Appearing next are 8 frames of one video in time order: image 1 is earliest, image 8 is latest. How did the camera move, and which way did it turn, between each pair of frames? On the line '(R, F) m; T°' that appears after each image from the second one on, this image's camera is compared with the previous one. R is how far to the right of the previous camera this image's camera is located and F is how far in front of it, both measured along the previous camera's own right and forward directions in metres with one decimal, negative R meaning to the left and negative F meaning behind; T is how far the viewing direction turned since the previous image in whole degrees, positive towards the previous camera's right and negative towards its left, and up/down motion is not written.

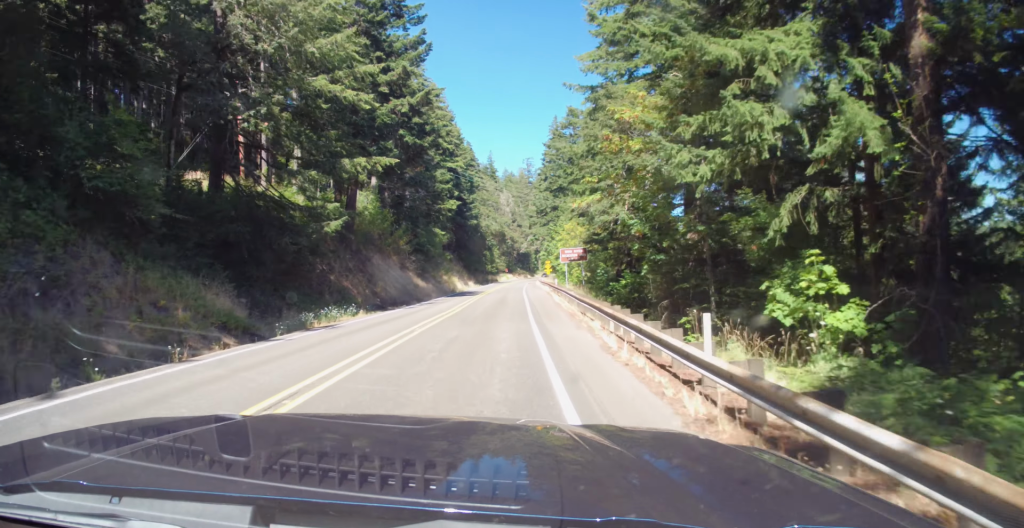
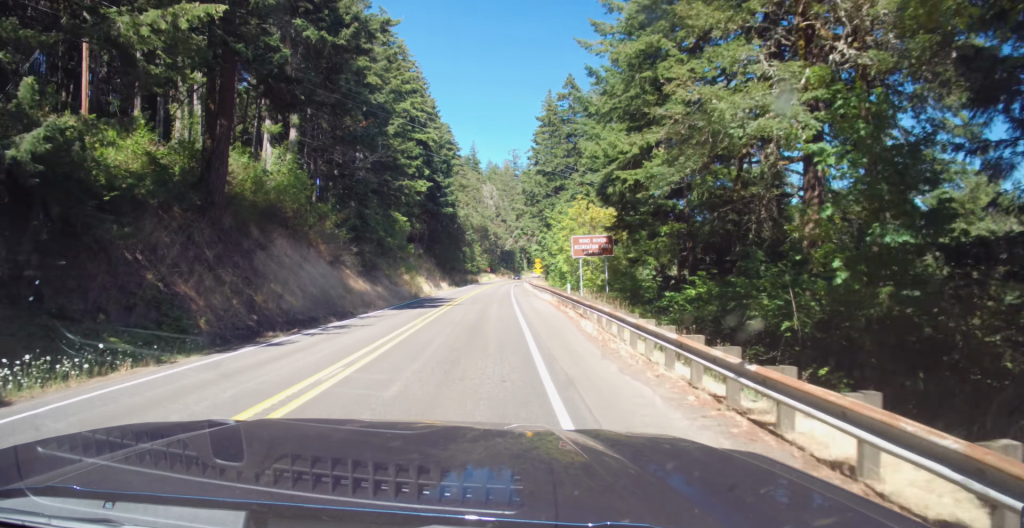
(0.0, +20.4) m; 0°
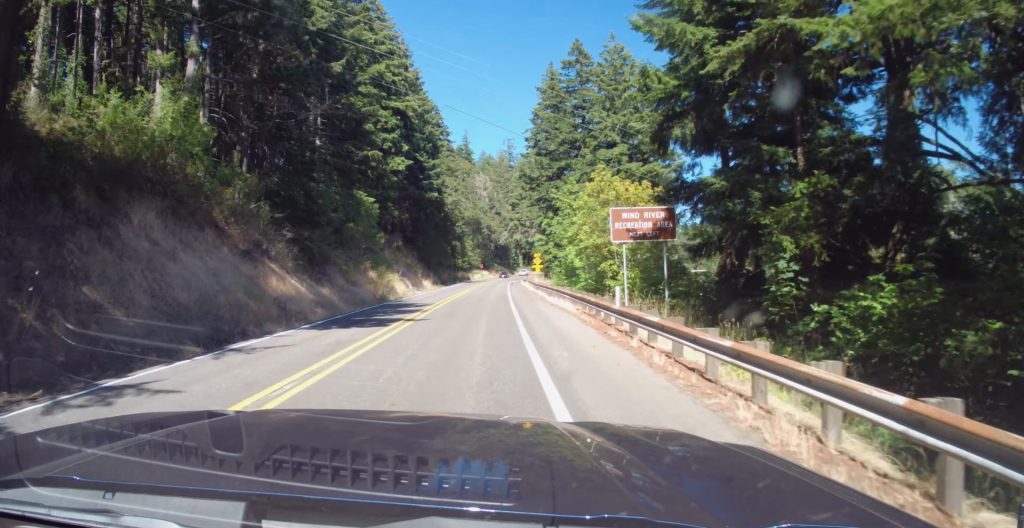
(0.0, +13.8) m; +2°
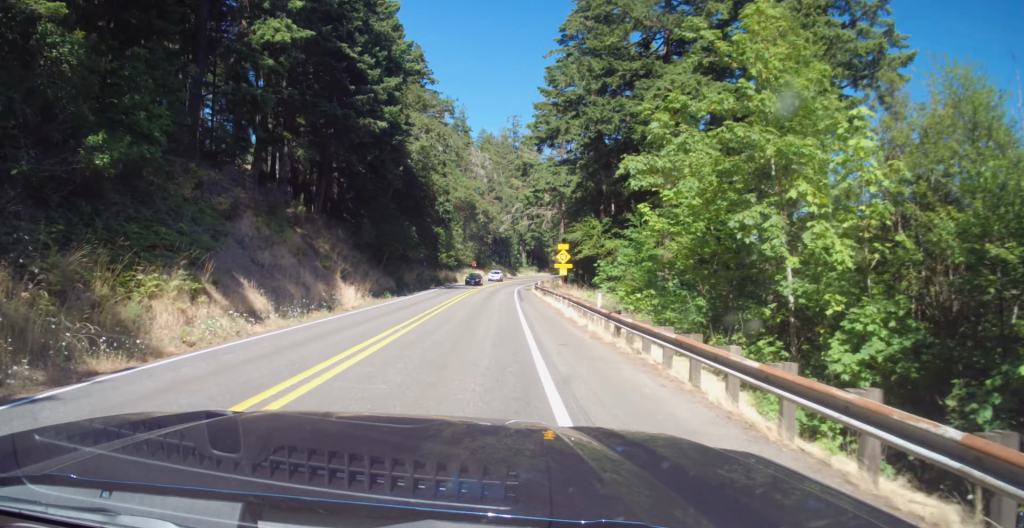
(+3.2, +38.0) m; +8°
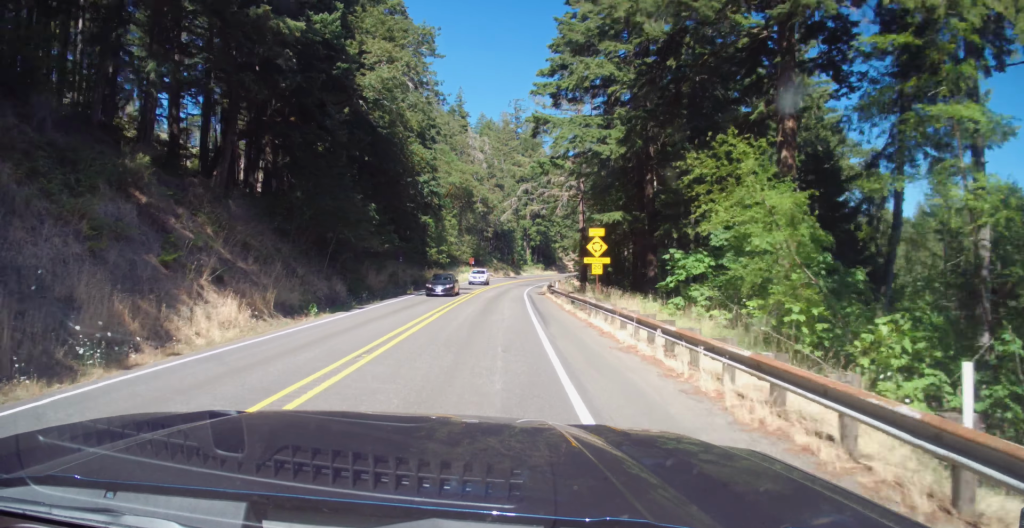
(-0.1, +17.8) m; -1°
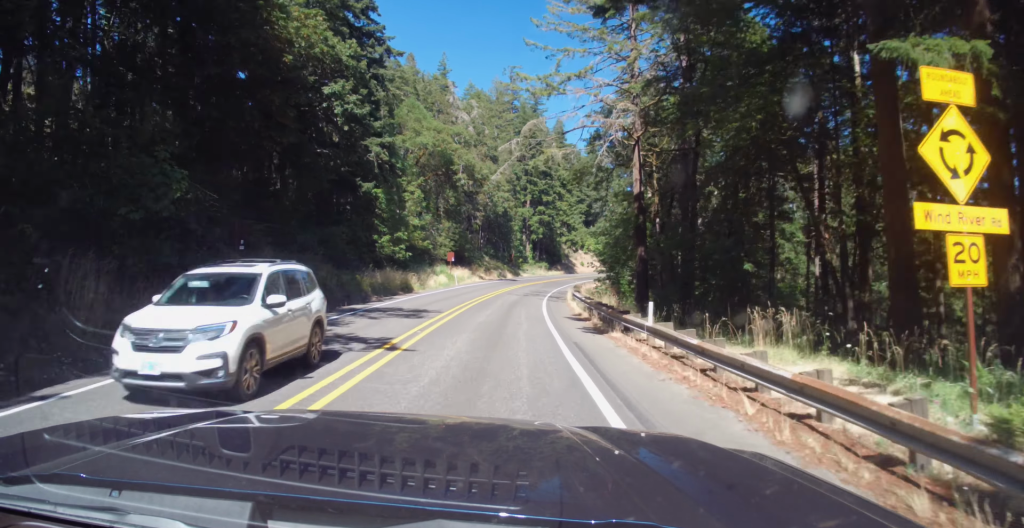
(+1.7, +31.2) m; +9°
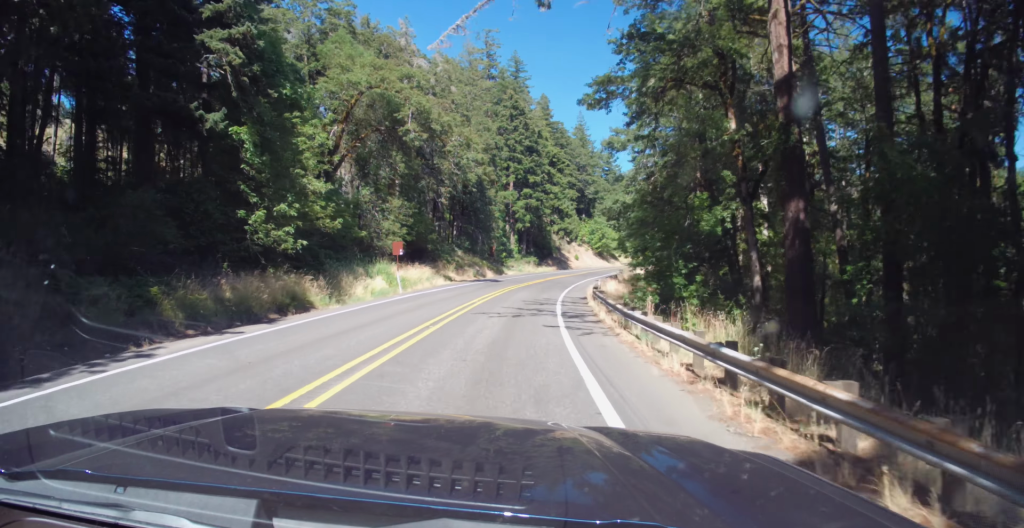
(+2.0, +22.8) m; +5°
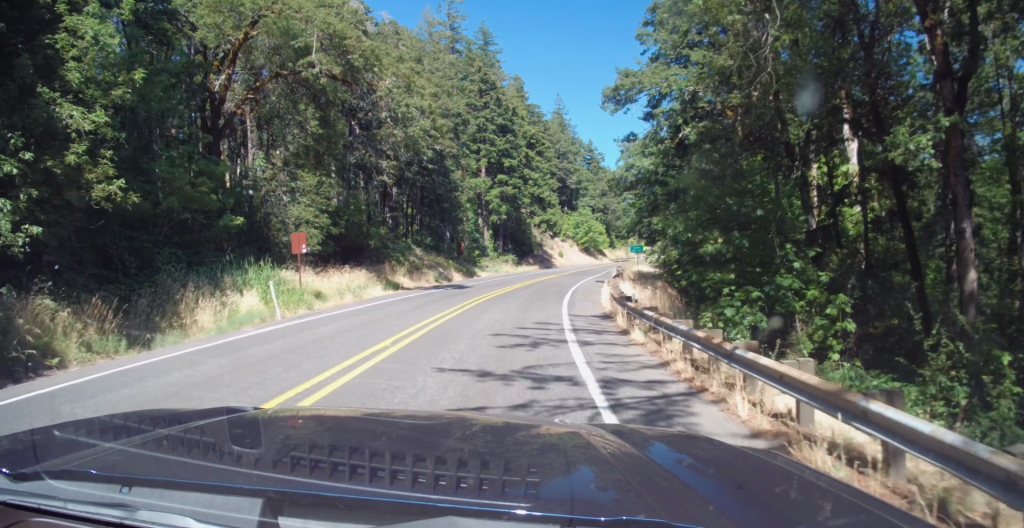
(0.0, +16.6) m; 0°
